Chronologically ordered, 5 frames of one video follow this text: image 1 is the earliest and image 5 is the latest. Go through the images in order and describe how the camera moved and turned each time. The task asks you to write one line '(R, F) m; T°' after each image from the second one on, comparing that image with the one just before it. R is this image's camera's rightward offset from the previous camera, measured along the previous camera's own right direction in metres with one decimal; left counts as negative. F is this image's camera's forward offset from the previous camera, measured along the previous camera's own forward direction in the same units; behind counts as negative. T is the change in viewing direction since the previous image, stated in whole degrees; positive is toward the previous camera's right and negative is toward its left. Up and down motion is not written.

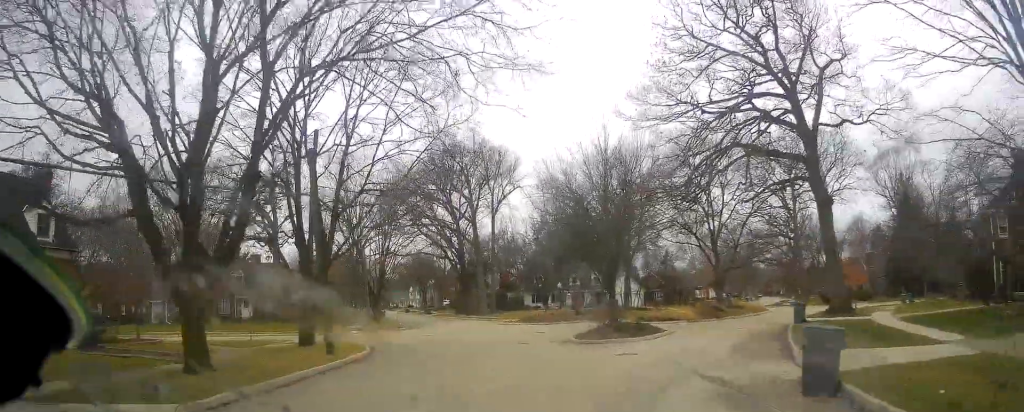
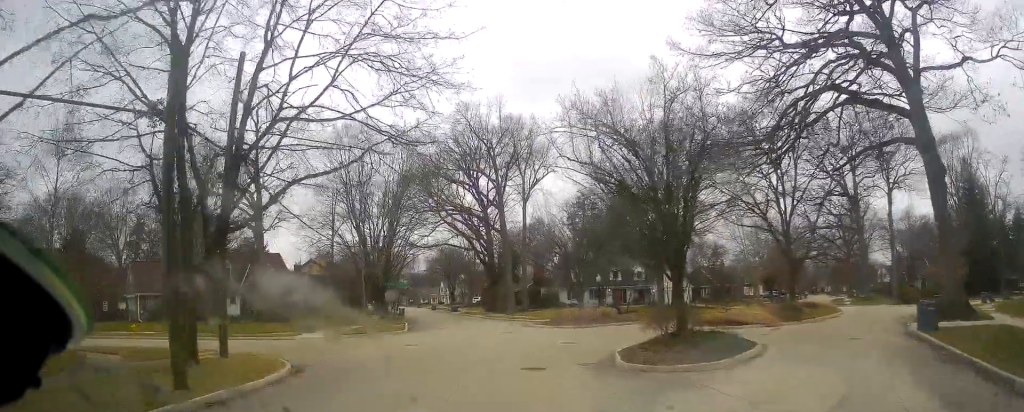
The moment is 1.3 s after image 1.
(0.0, +10.1) m; 0°
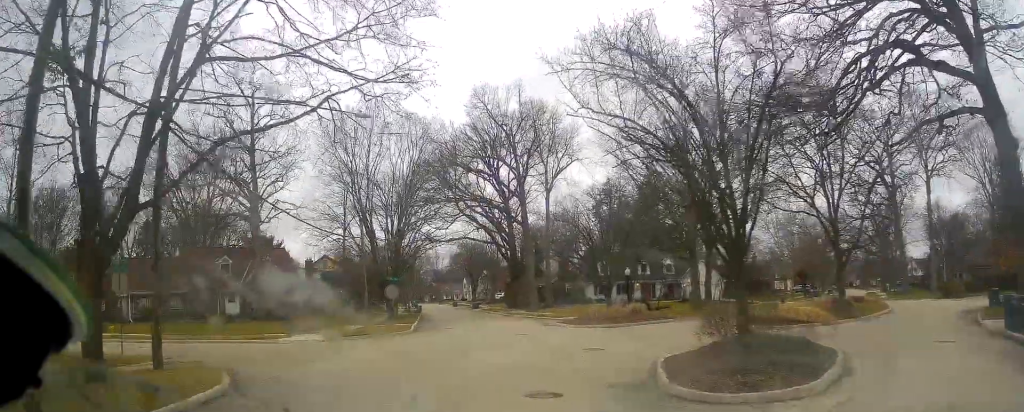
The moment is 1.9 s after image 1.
(0.0, +4.6) m; -3°
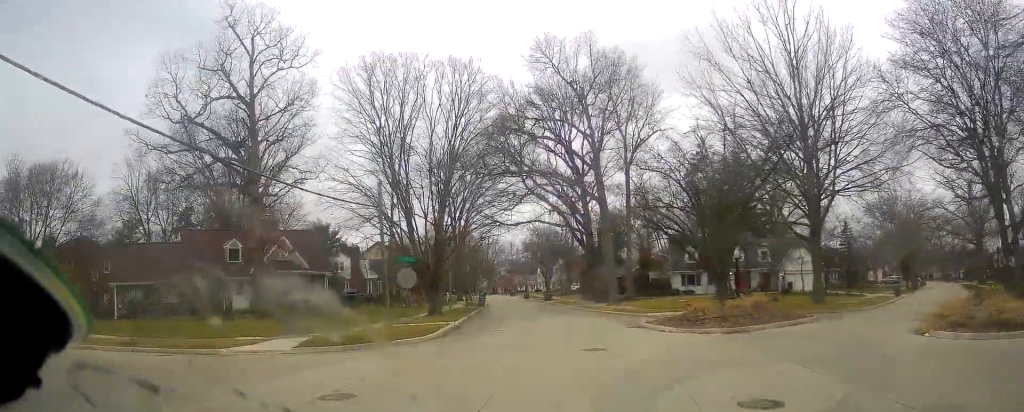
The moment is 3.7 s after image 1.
(-1.4, +11.0) m; -14°
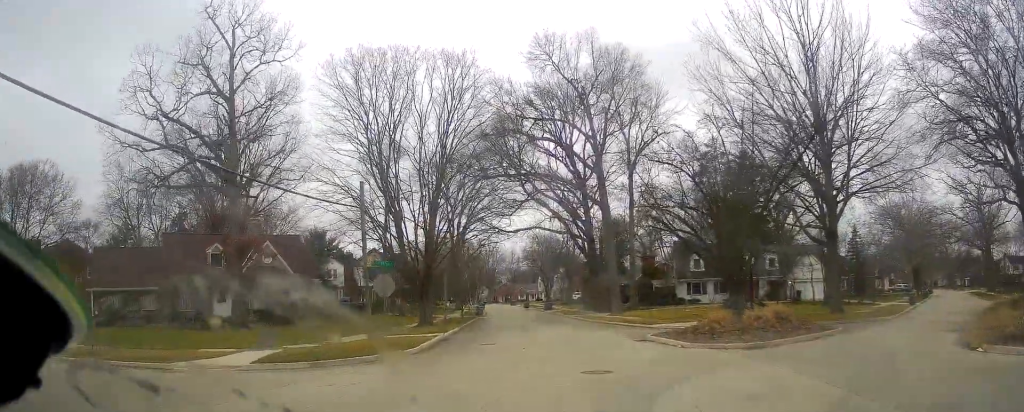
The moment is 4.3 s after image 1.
(0.0, +3.1) m; 0°
